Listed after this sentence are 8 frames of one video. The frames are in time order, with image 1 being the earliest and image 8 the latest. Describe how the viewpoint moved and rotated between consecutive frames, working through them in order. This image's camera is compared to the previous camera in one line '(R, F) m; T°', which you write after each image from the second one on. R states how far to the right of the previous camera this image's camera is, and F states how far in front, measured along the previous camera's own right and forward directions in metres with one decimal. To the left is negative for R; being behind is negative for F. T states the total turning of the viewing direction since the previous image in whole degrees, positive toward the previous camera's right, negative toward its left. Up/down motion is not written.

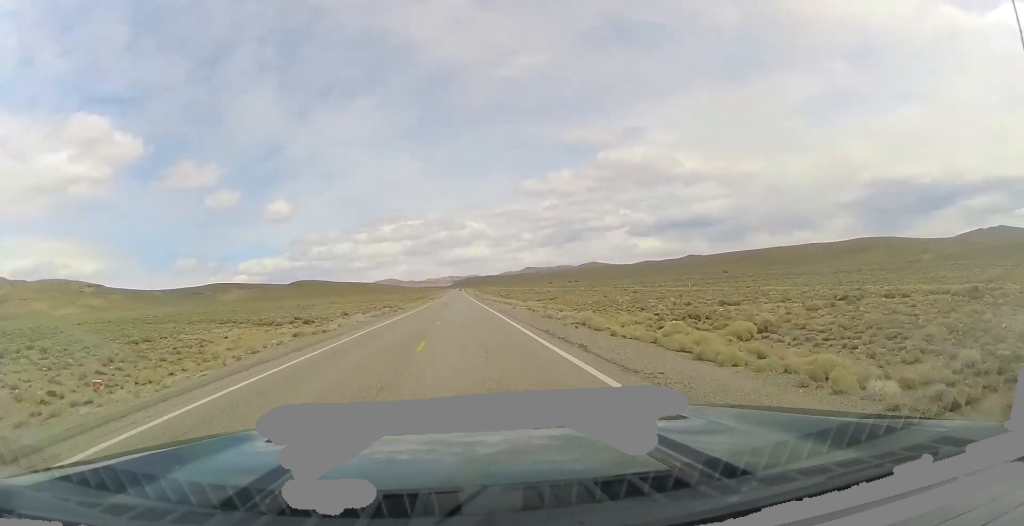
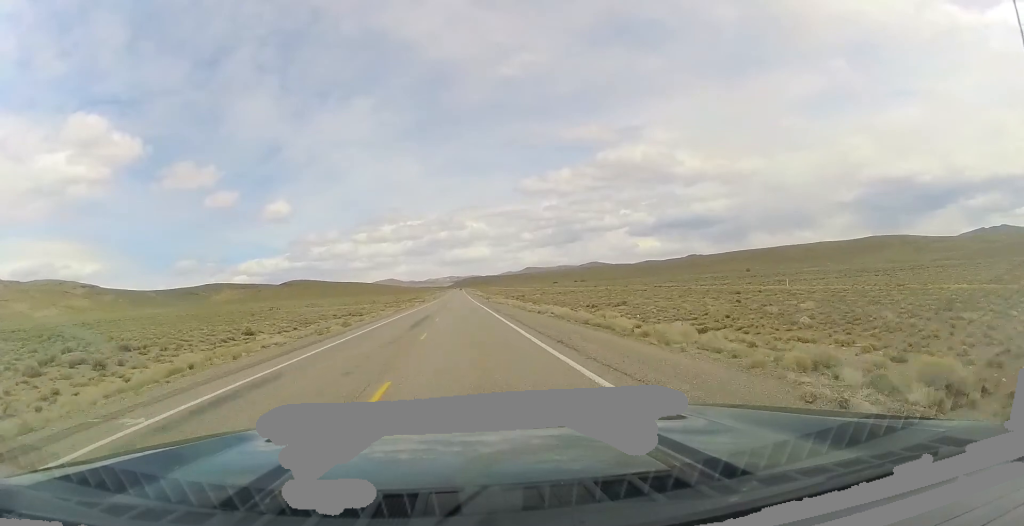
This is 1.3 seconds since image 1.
(+0.4, +45.4) m; 0°
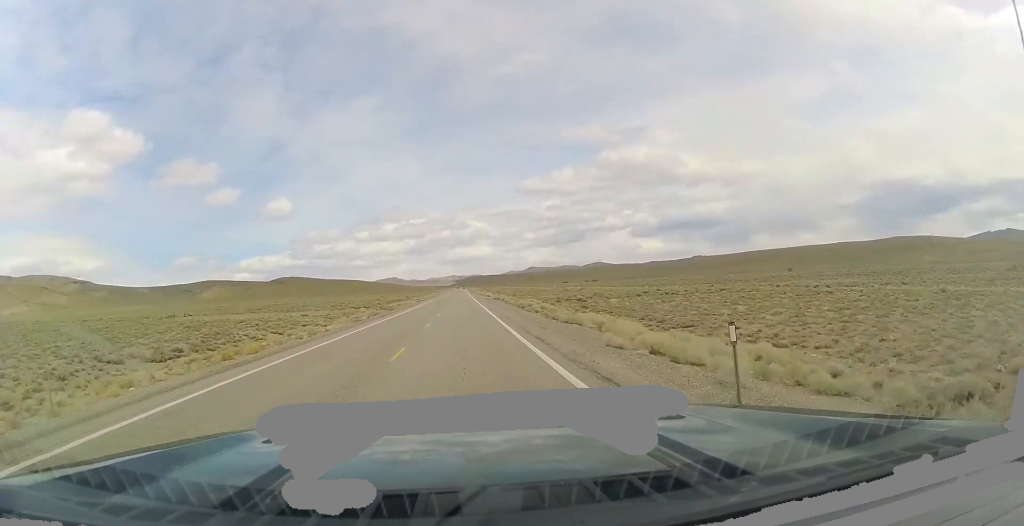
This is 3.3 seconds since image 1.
(-0.2, +68.5) m; 0°
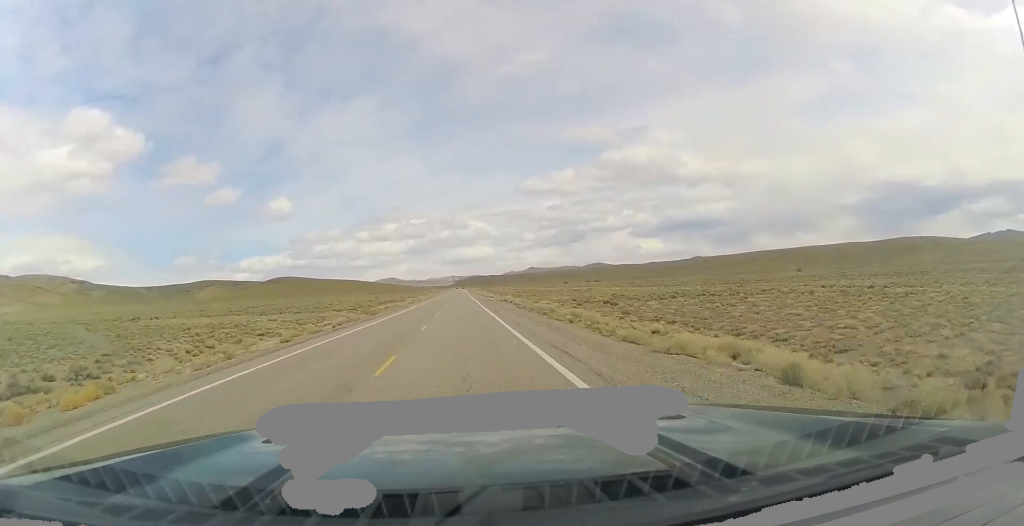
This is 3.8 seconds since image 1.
(0.0, +14.9) m; 0°
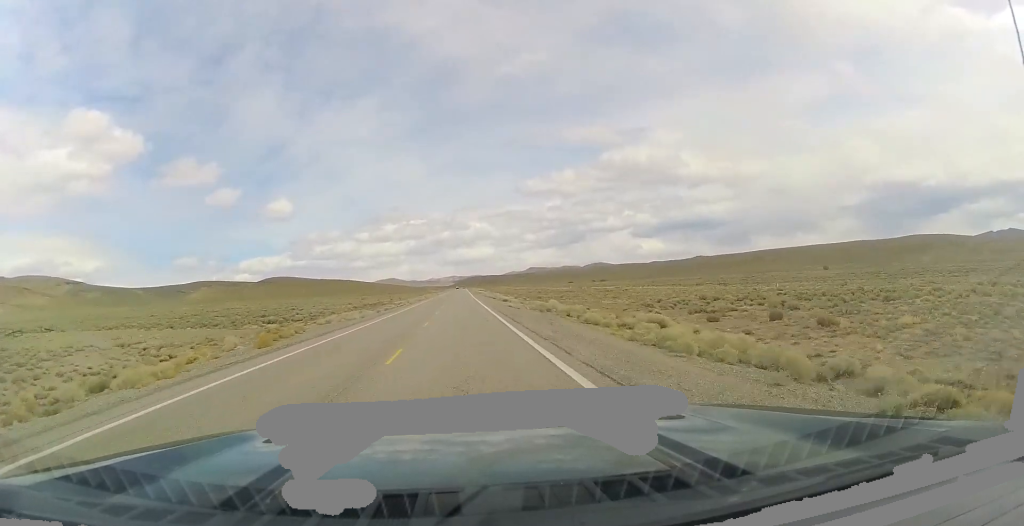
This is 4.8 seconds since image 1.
(0.0, +35.4) m; 0°
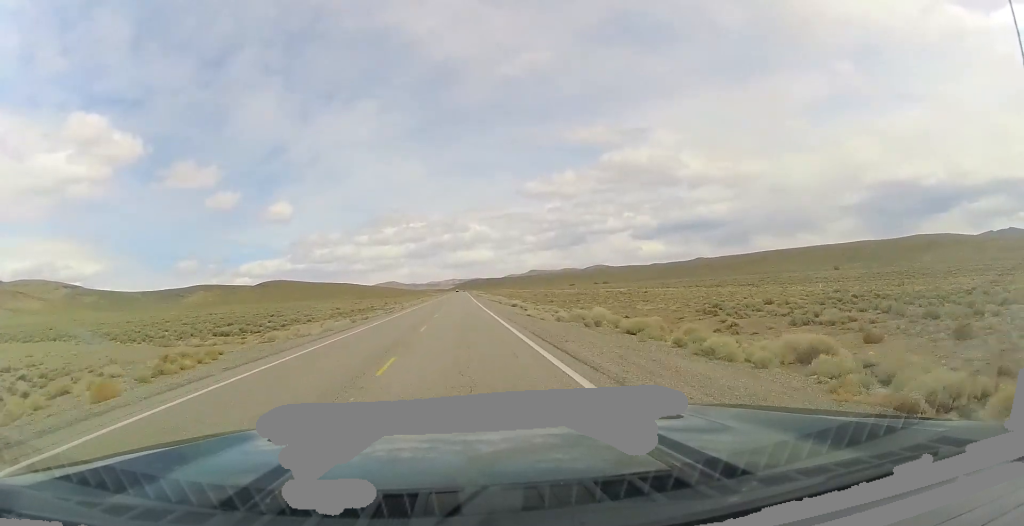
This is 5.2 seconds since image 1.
(0.0, +13.8) m; 0°
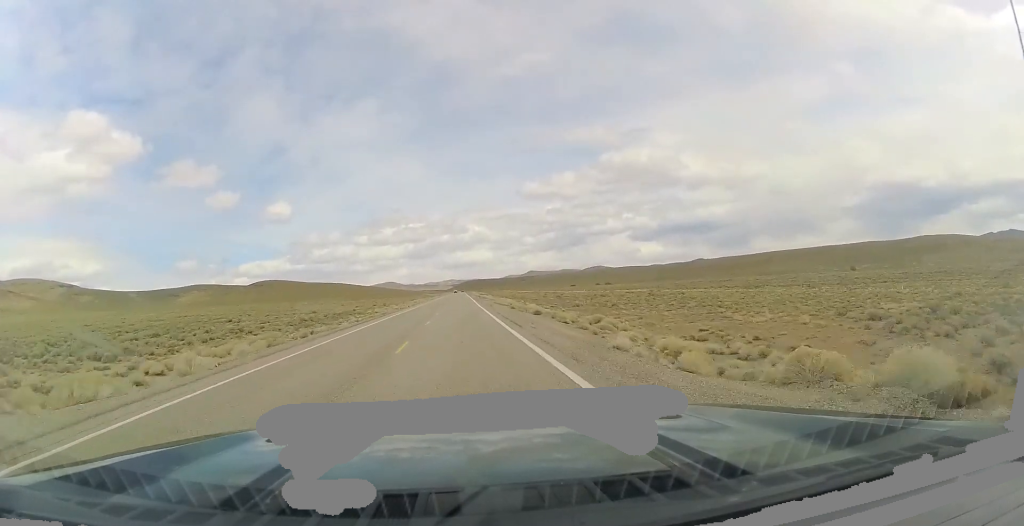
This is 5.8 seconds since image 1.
(0.0, +20.7) m; 0°
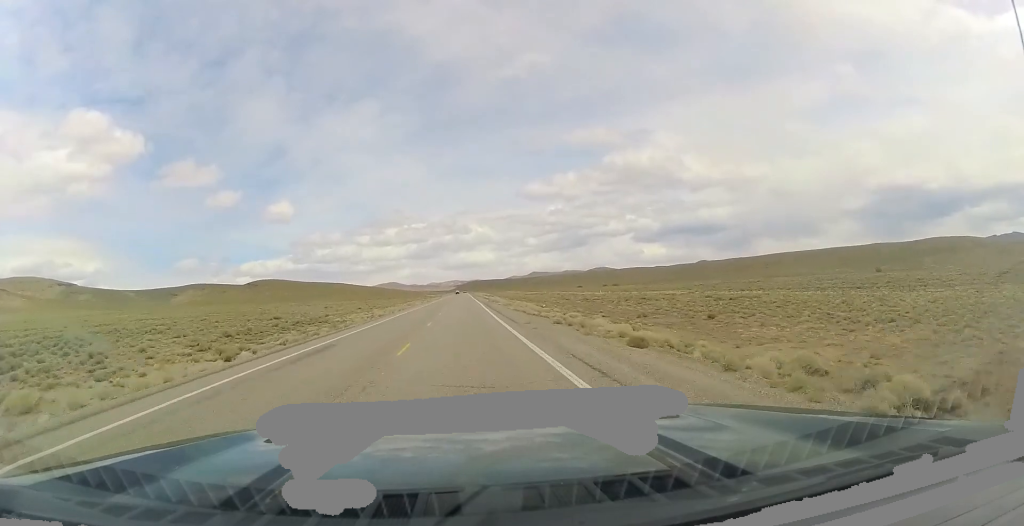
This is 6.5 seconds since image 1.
(0.0, +25.3) m; 0°
